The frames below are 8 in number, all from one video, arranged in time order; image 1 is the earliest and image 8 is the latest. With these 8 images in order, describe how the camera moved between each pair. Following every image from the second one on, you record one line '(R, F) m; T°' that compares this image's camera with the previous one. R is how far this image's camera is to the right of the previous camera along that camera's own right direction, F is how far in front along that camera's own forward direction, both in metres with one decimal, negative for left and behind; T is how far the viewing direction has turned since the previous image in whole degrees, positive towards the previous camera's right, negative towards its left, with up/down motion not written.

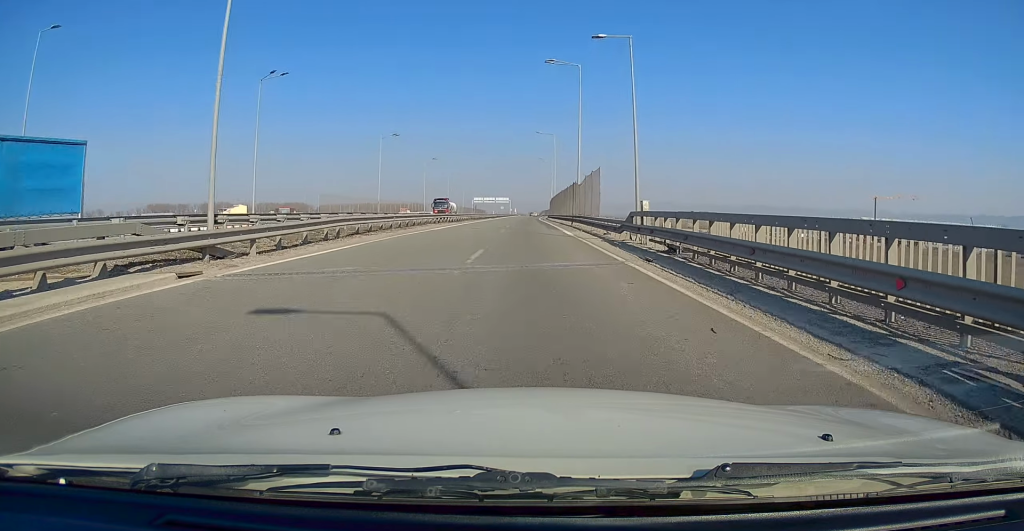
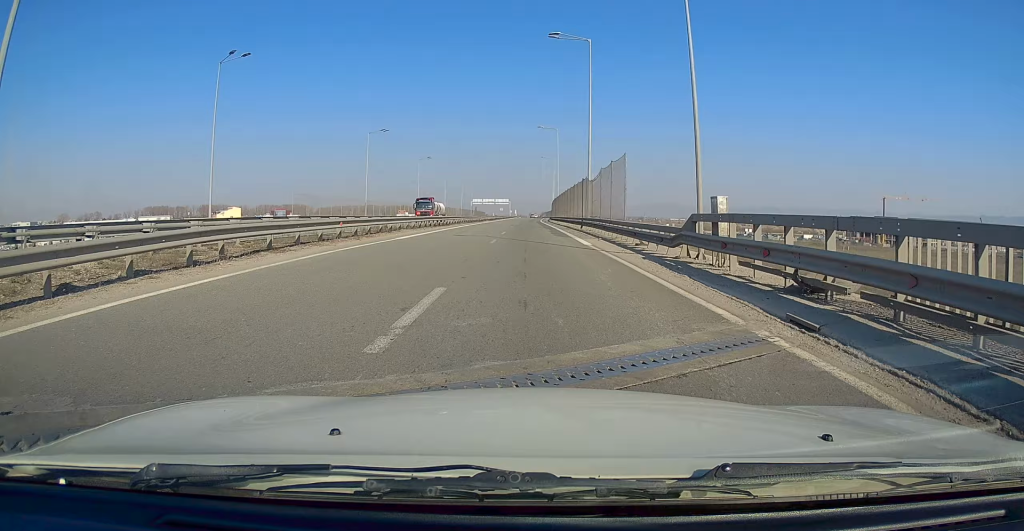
(-0.2, +8.1) m; 0°
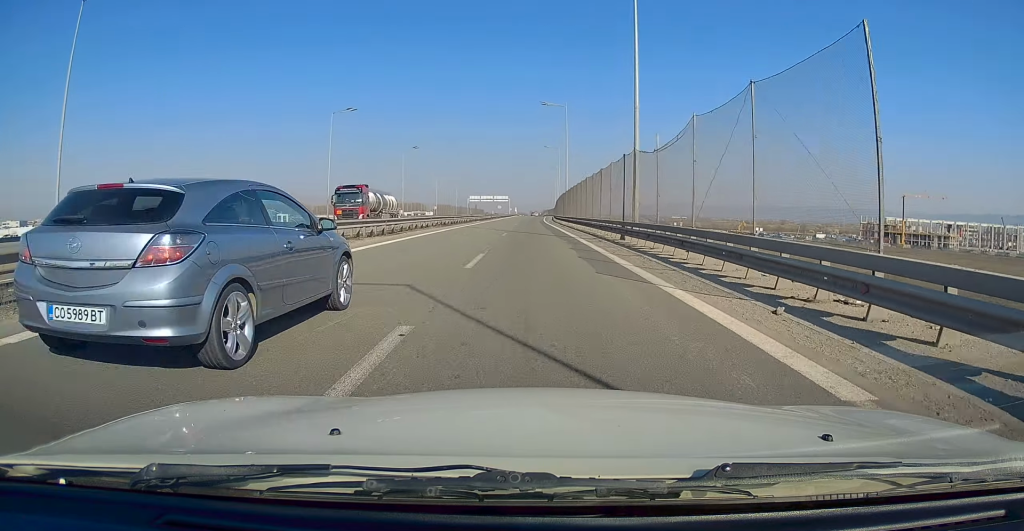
(+0.3, +17.6) m; 0°
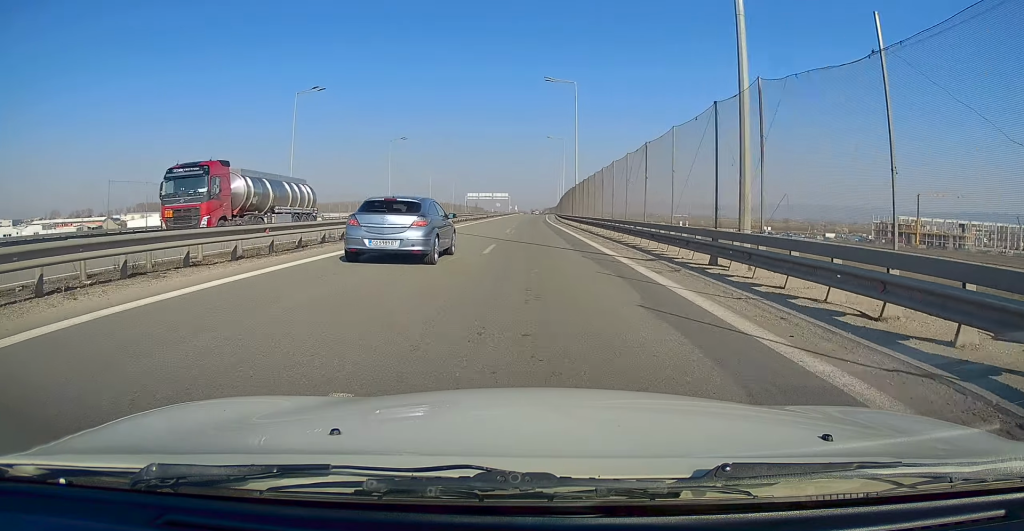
(0.0, +12.1) m; 0°
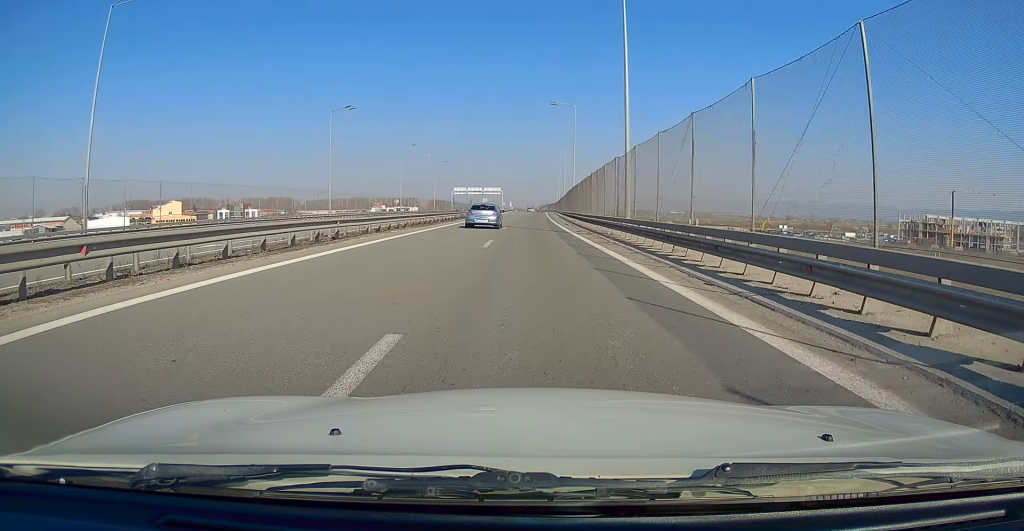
(-0.1, +30.2) m; +1°
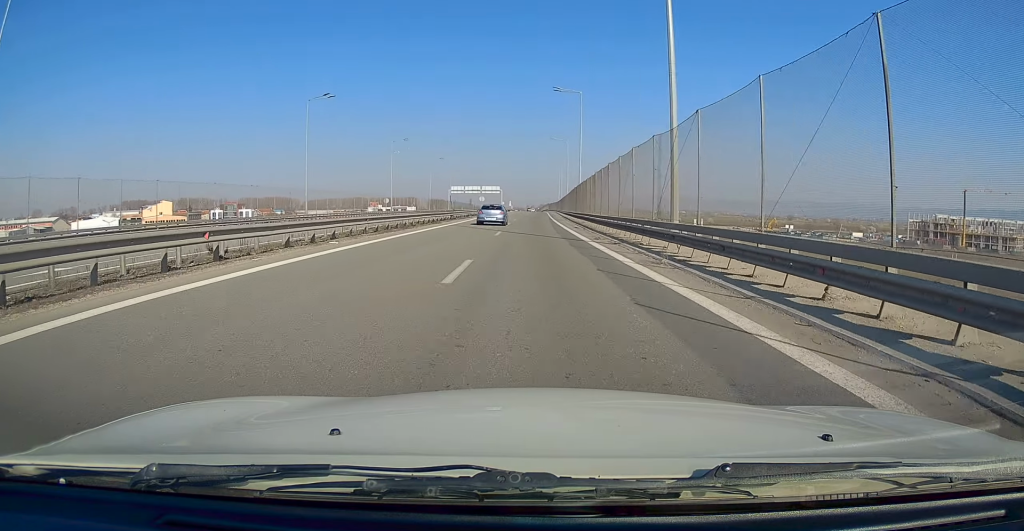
(+0.2, +8.4) m; 0°
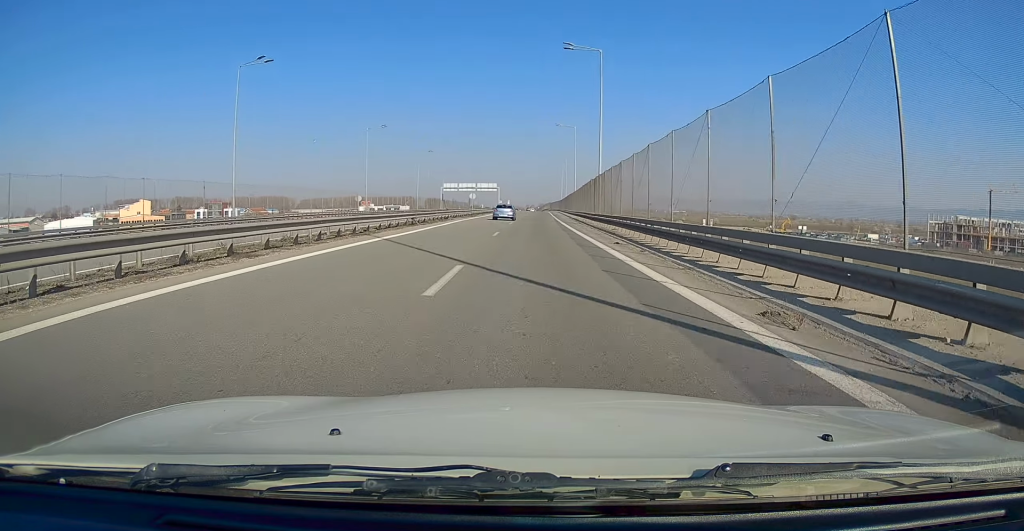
(+0.1, +17.4) m; 0°
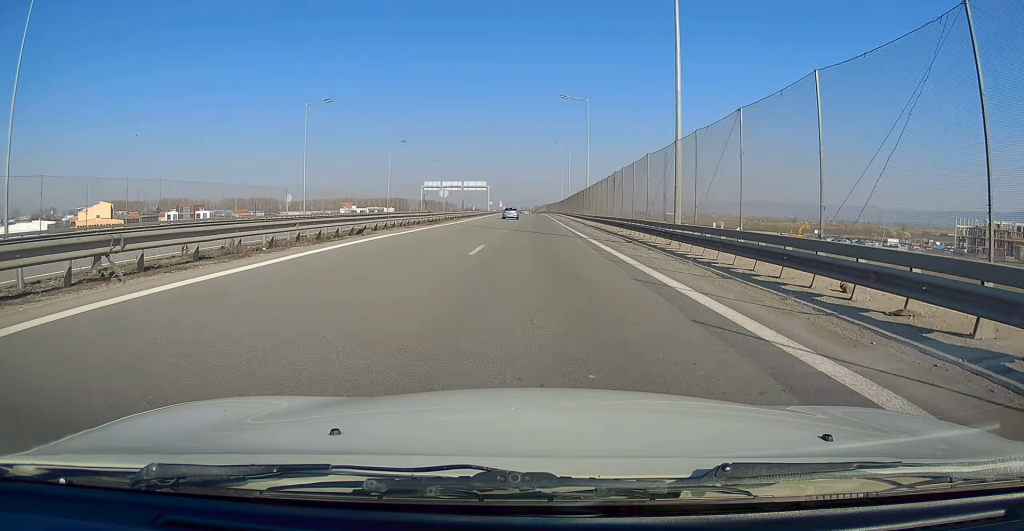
(-0.4, +25.1) m; 0°
